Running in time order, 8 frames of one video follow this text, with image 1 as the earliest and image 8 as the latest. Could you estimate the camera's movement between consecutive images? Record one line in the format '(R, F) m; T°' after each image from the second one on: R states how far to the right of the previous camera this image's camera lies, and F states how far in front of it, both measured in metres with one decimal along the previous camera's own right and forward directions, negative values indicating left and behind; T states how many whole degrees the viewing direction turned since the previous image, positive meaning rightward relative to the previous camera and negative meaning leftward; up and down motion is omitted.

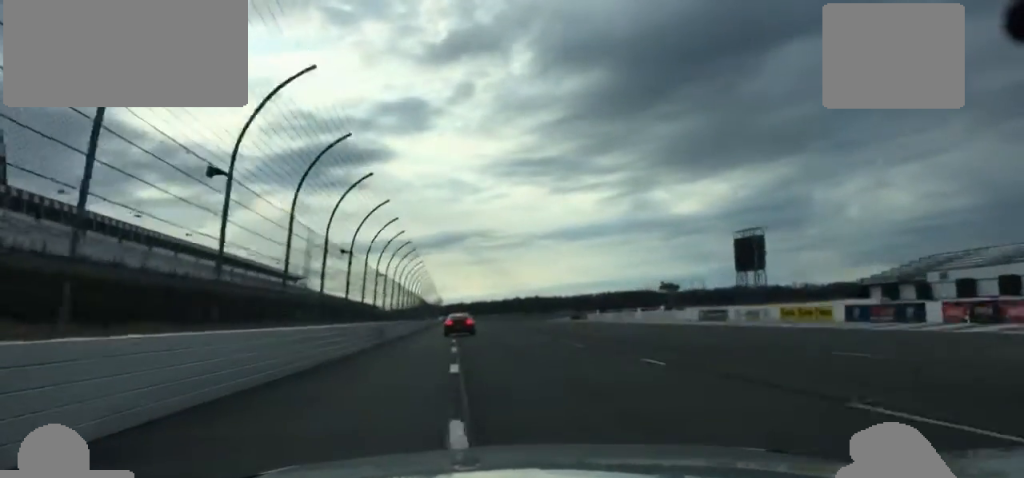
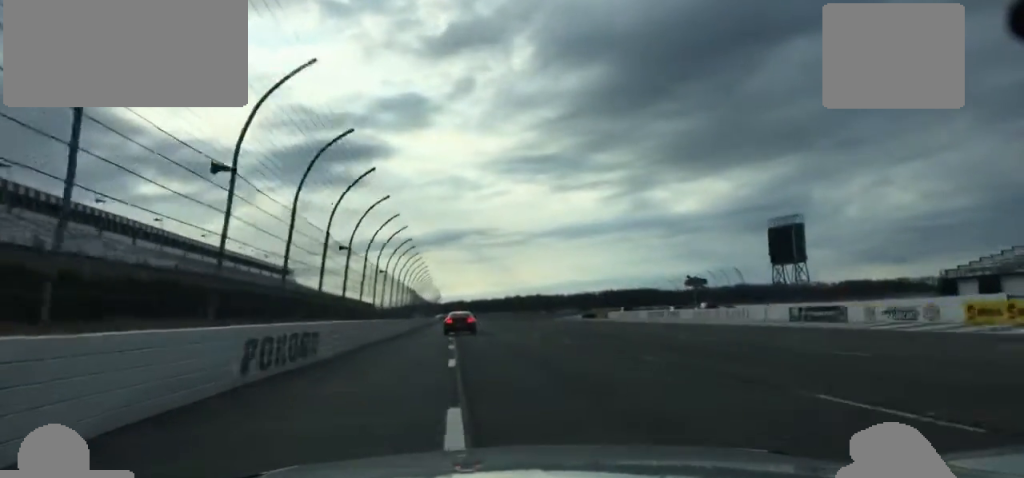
(+0.3, +22.7) m; +1°
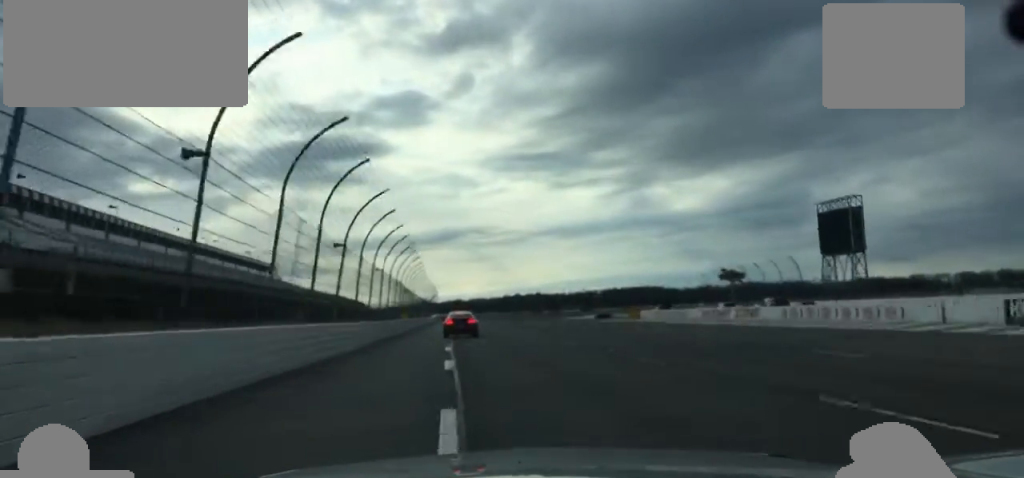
(+0.2, +23.4) m; 0°
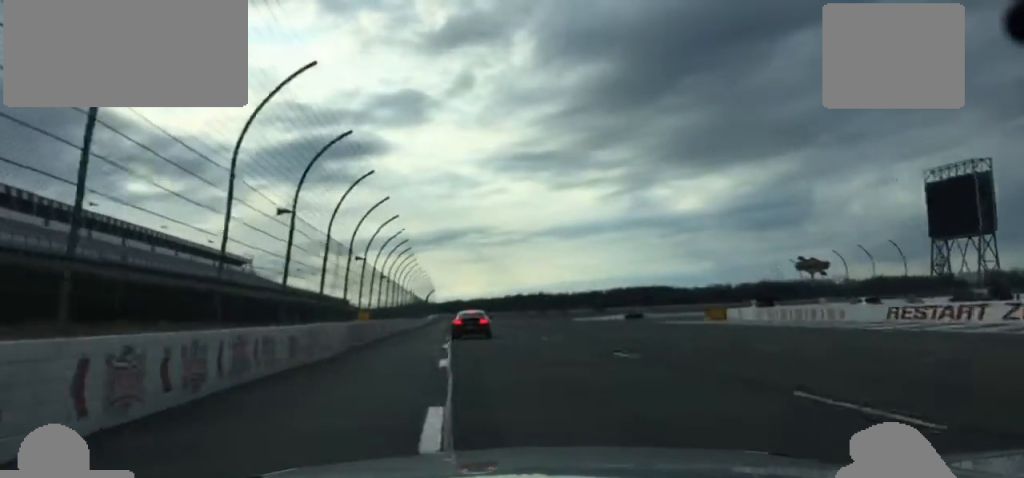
(+0.1, +35.9) m; 0°
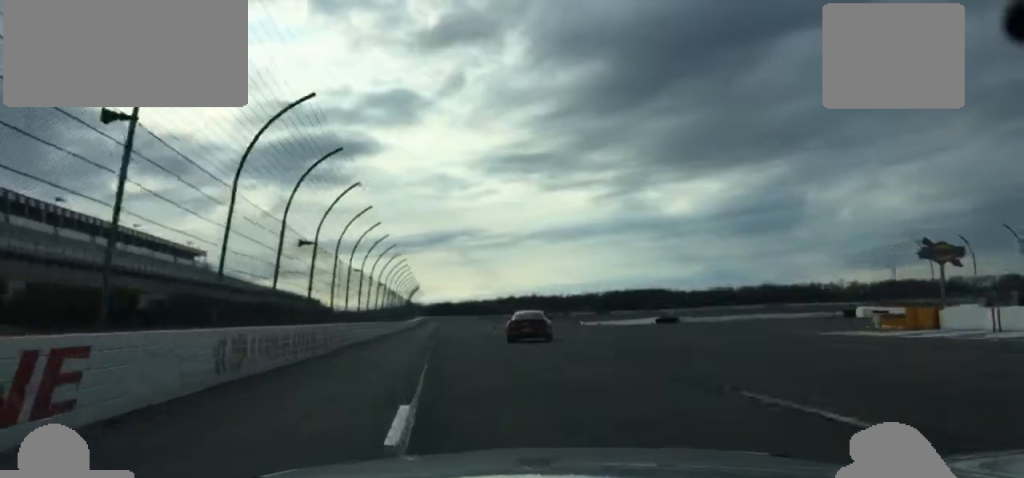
(+0.1, +37.0) m; +1°
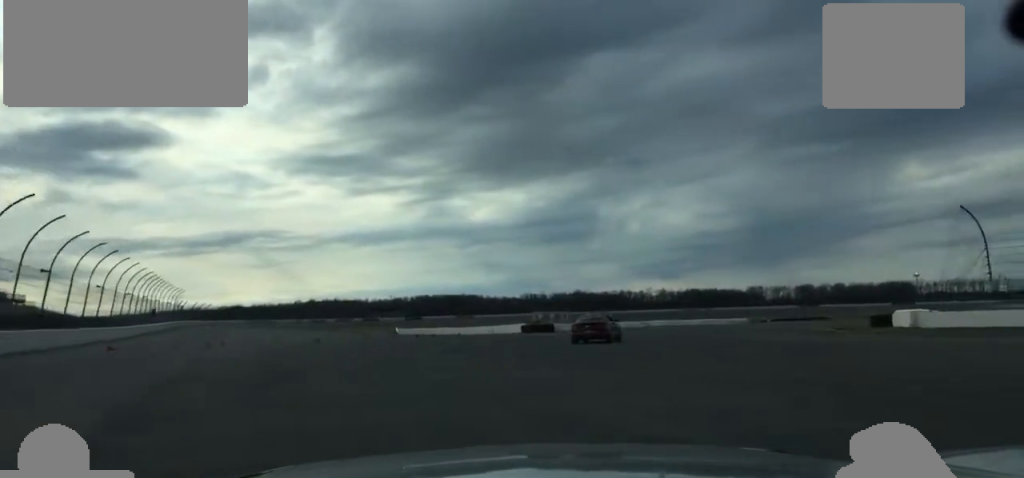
(+3.1, +50.4) m; +12°
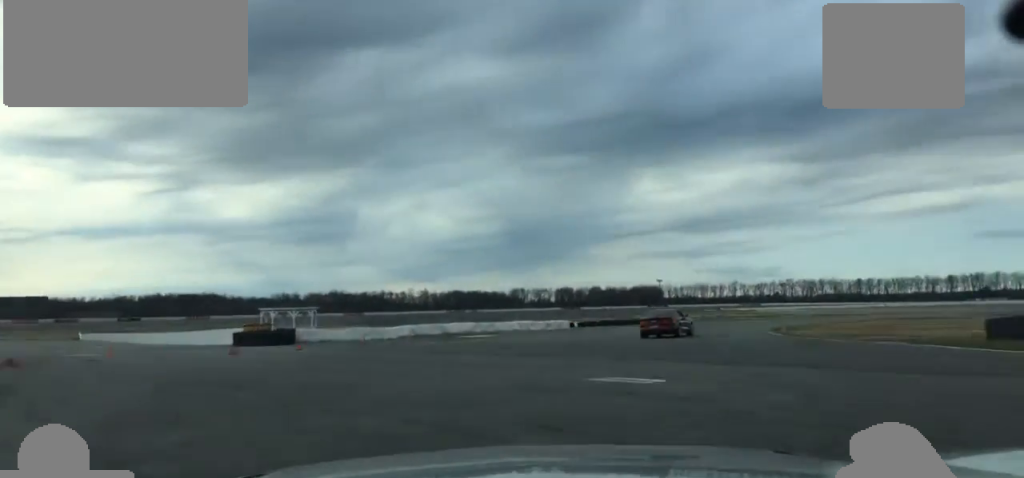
(+6.0, +38.4) m; +18°
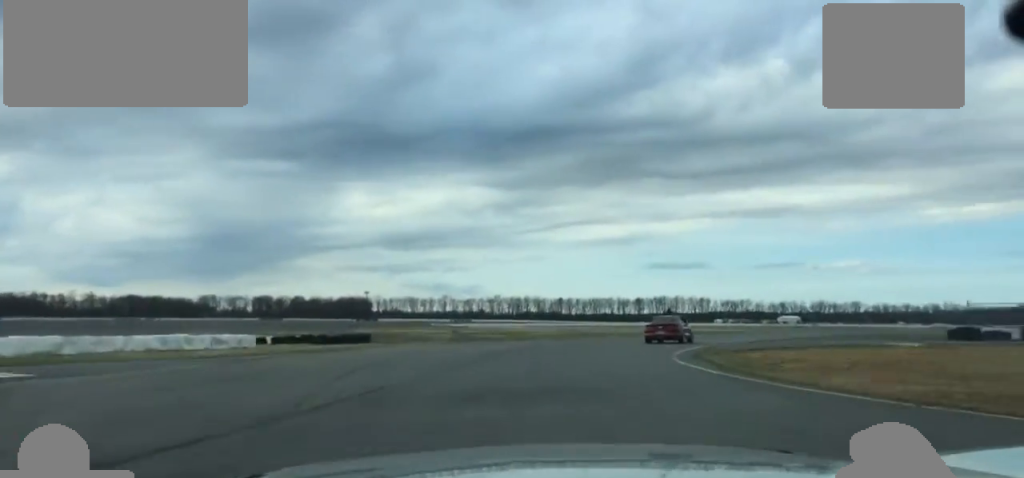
(+3.8, +31.1) m; +19°
